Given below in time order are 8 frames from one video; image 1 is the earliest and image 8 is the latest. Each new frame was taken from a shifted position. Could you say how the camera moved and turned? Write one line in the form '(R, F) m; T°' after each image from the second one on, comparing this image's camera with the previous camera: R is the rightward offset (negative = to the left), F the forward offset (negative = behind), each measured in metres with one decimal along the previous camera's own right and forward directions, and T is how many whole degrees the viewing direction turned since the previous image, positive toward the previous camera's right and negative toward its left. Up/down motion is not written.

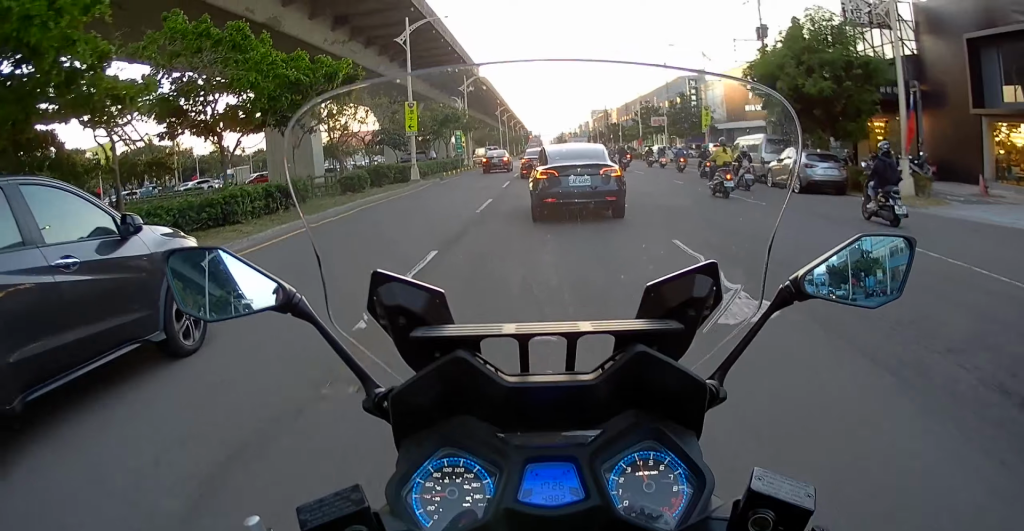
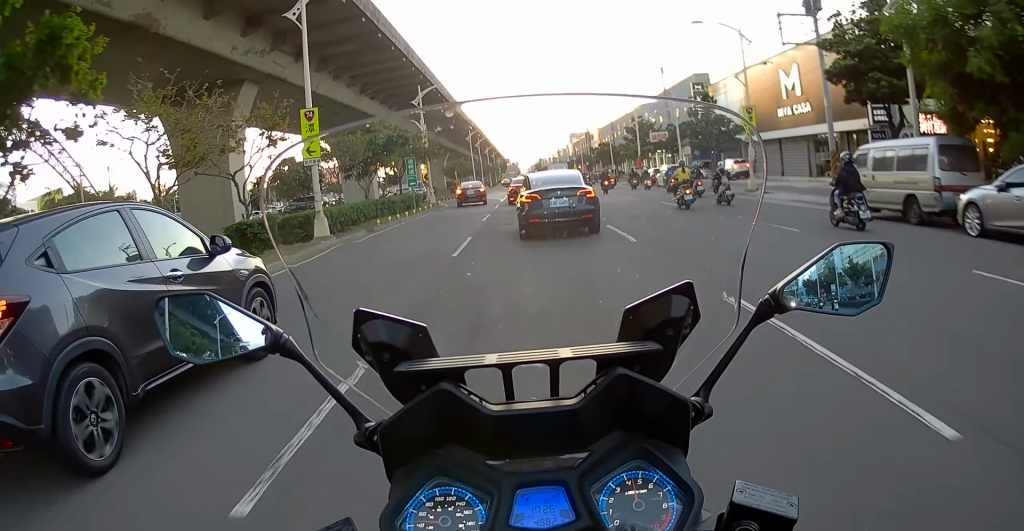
(-0.4, +12.1) m; -1°
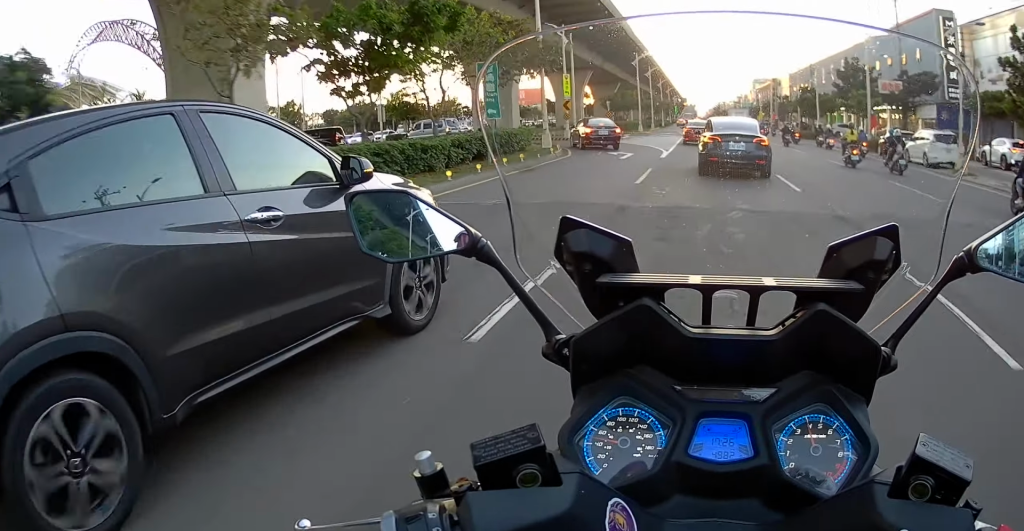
(+0.3, +17.3) m; +1°
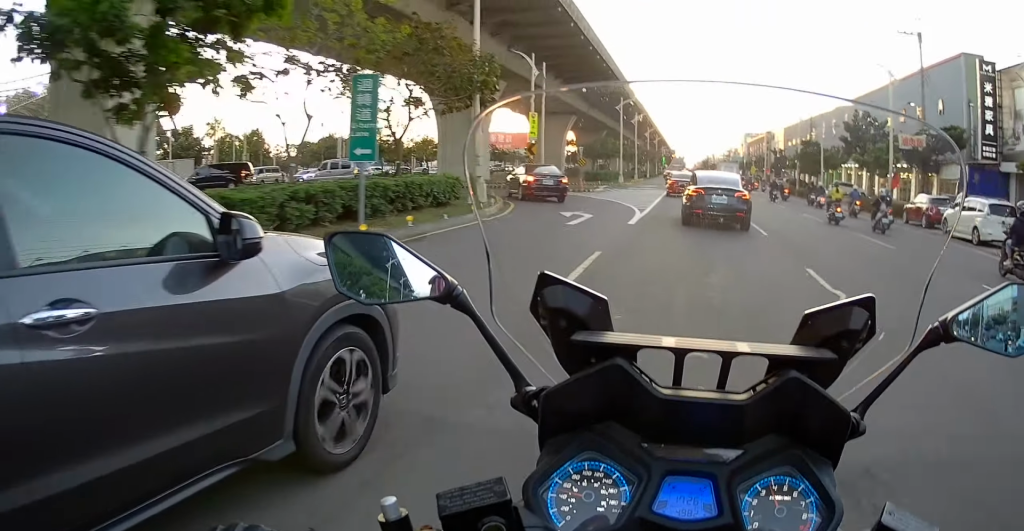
(0.0, +6.9) m; 0°
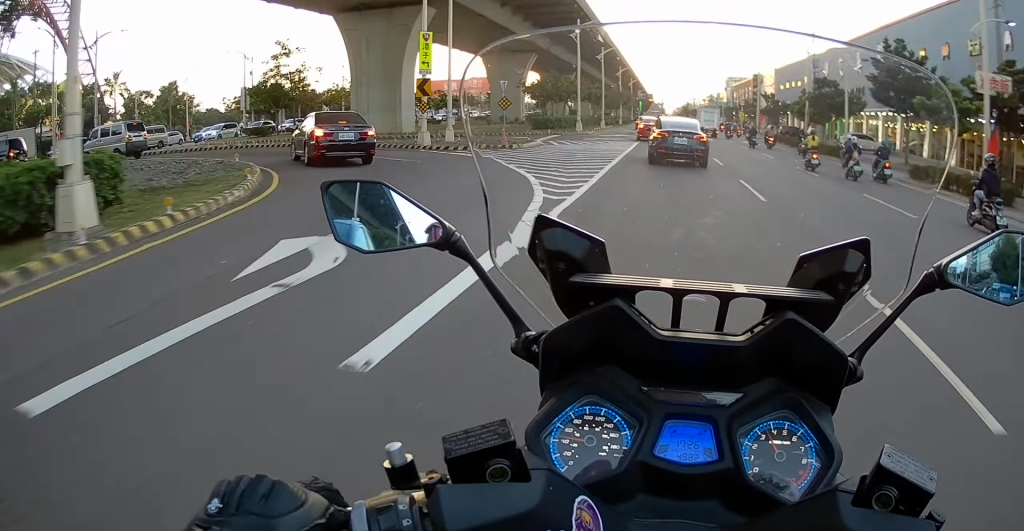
(+0.1, +14.5) m; +2°
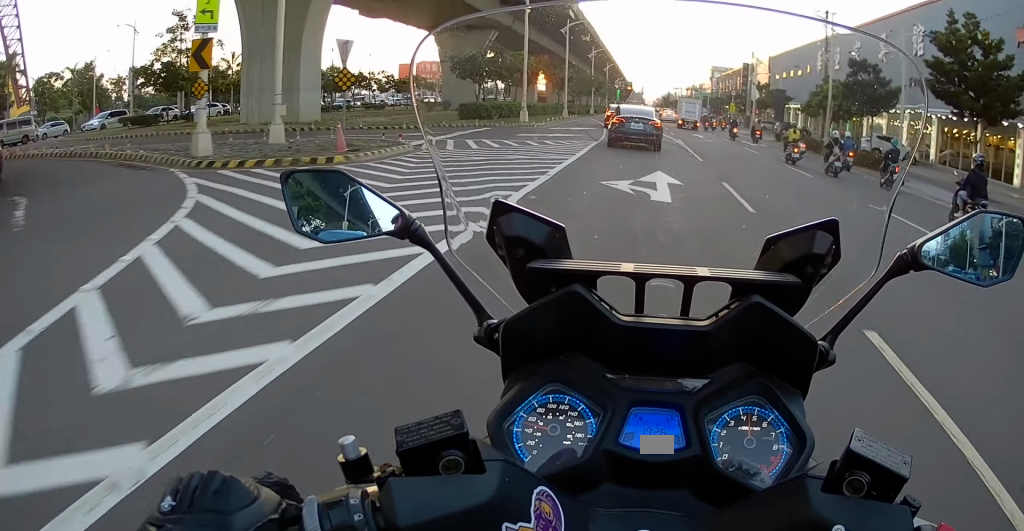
(+0.2, +12.9) m; +1°
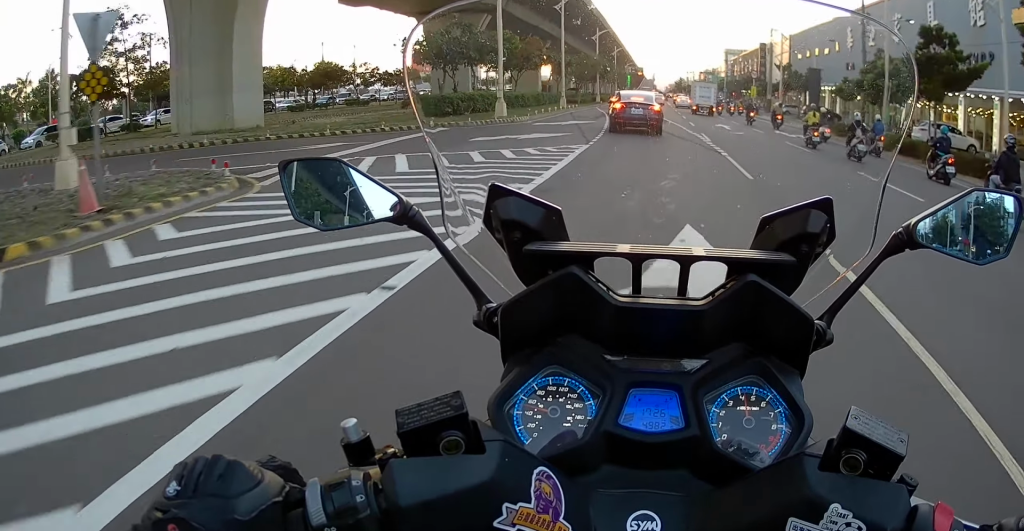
(+0.1, +8.0) m; 0°
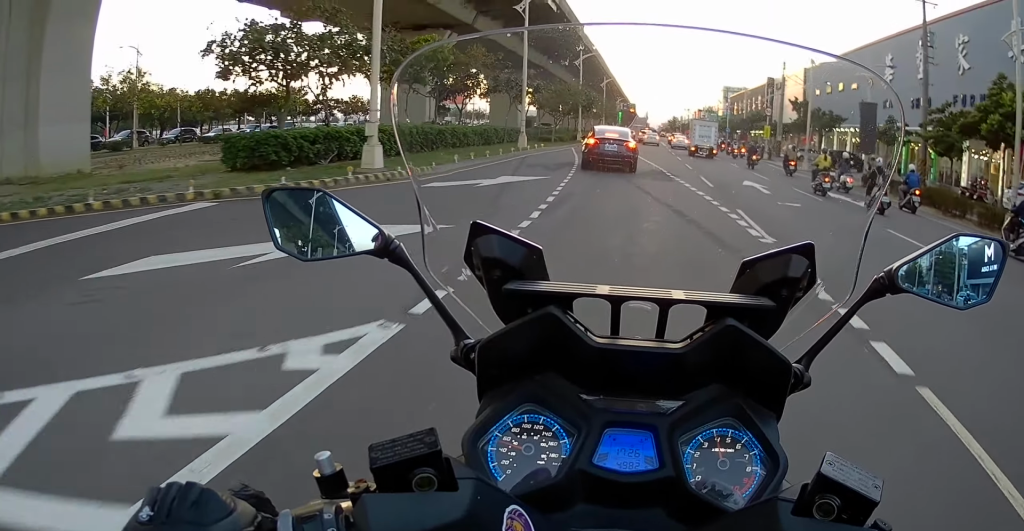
(-0.2, +12.2) m; -2°
